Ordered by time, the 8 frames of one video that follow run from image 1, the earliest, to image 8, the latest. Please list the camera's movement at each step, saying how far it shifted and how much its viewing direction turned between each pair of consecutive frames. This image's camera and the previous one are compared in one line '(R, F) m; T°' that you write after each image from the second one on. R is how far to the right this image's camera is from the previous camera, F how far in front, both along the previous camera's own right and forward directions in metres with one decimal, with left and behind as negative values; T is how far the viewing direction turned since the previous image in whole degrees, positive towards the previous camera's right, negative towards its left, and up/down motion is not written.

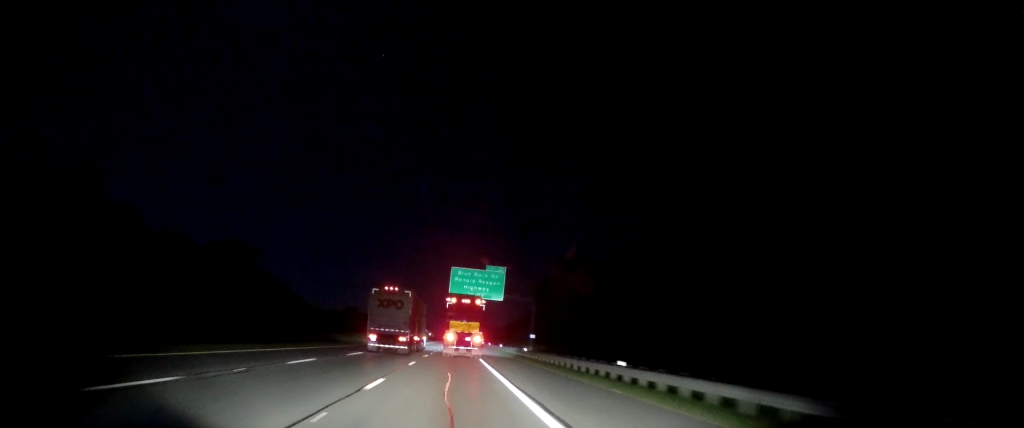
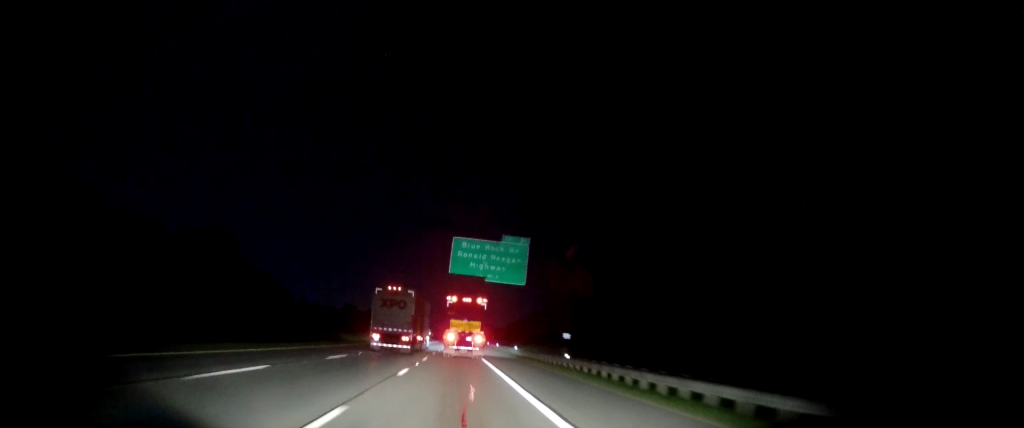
(0.0, +19.6) m; 0°
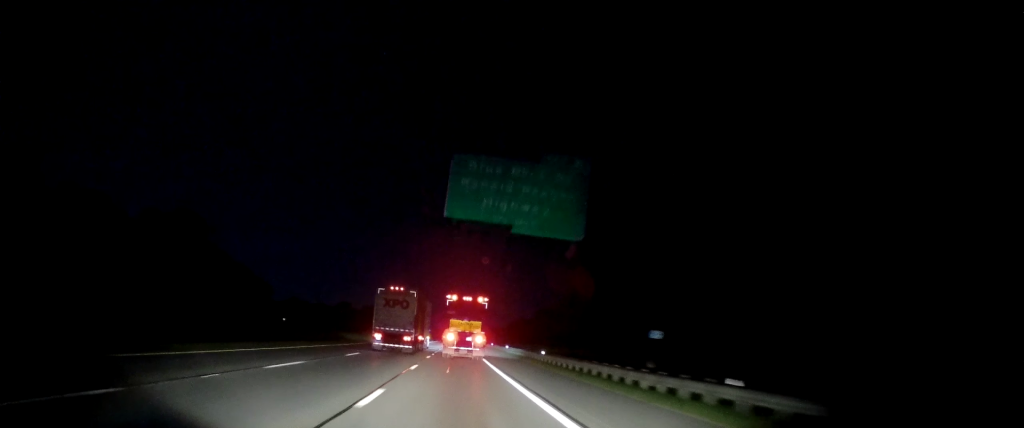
(-0.1, +20.6) m; +1°
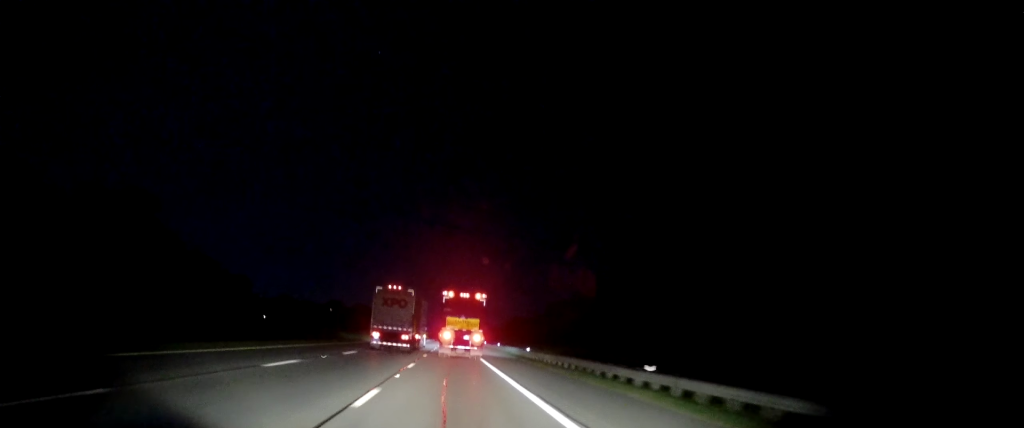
(+0.7, +24.5) m; 0°
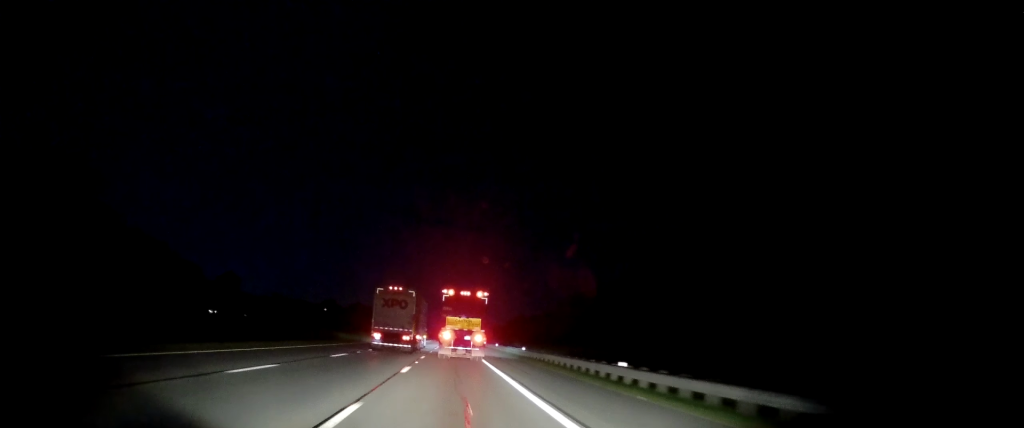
(-0.6, +27.3) m; 0°
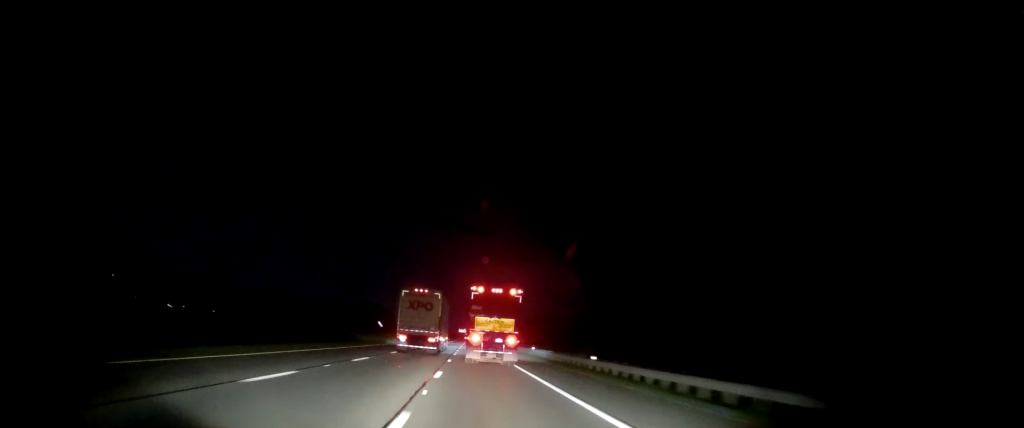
(+0.2, +50.0) m; -1°
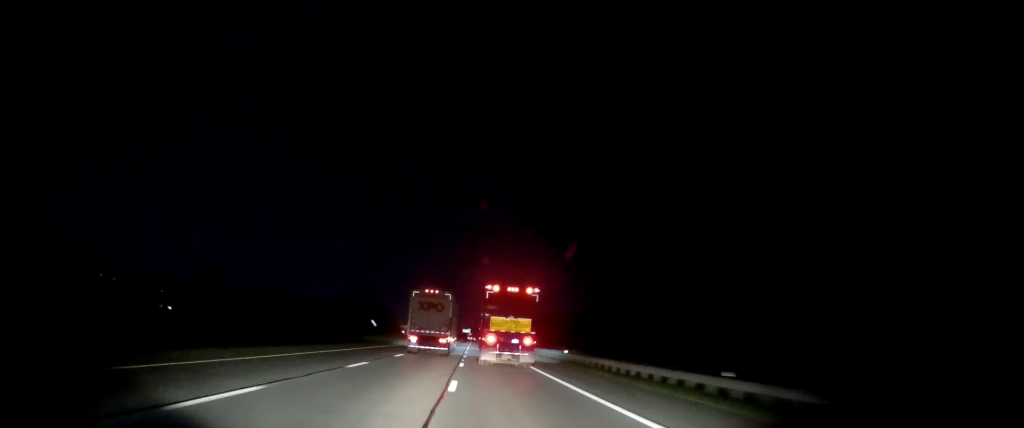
(-0.3, +16.0) m; -1°
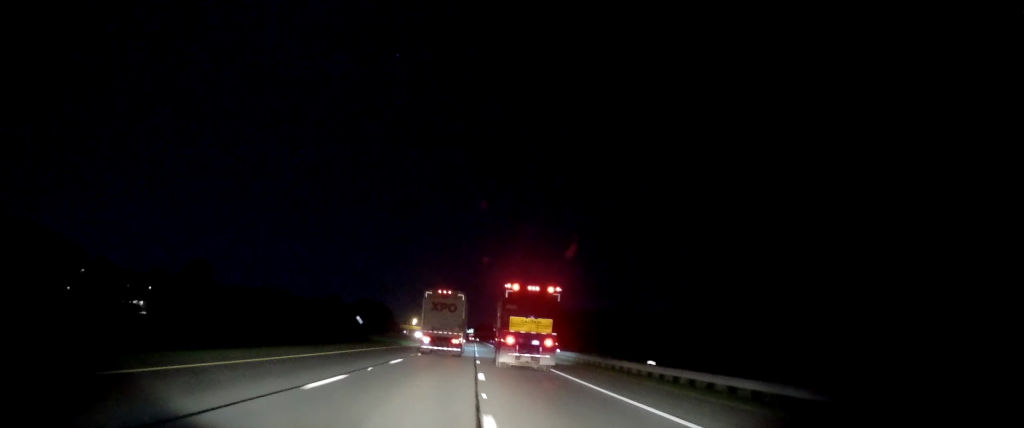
(+0.2, +19.8) m; 0°
